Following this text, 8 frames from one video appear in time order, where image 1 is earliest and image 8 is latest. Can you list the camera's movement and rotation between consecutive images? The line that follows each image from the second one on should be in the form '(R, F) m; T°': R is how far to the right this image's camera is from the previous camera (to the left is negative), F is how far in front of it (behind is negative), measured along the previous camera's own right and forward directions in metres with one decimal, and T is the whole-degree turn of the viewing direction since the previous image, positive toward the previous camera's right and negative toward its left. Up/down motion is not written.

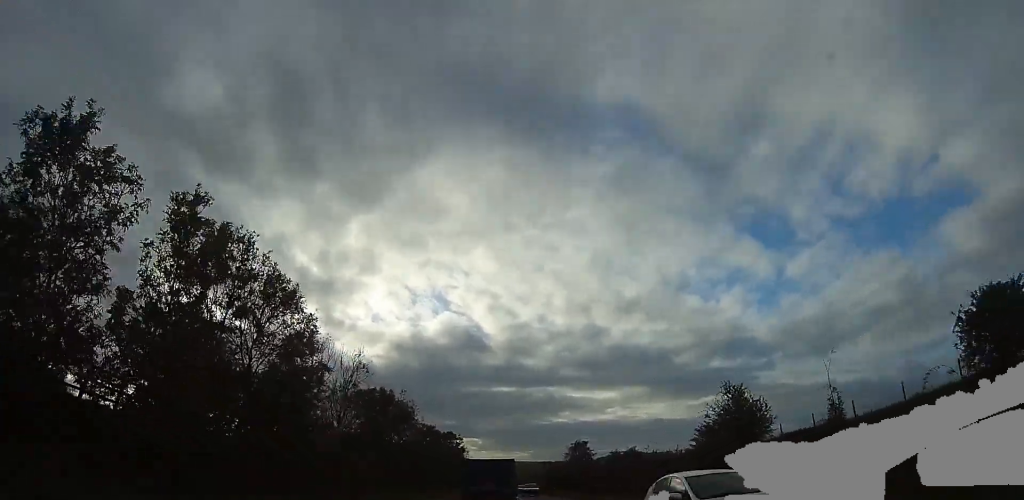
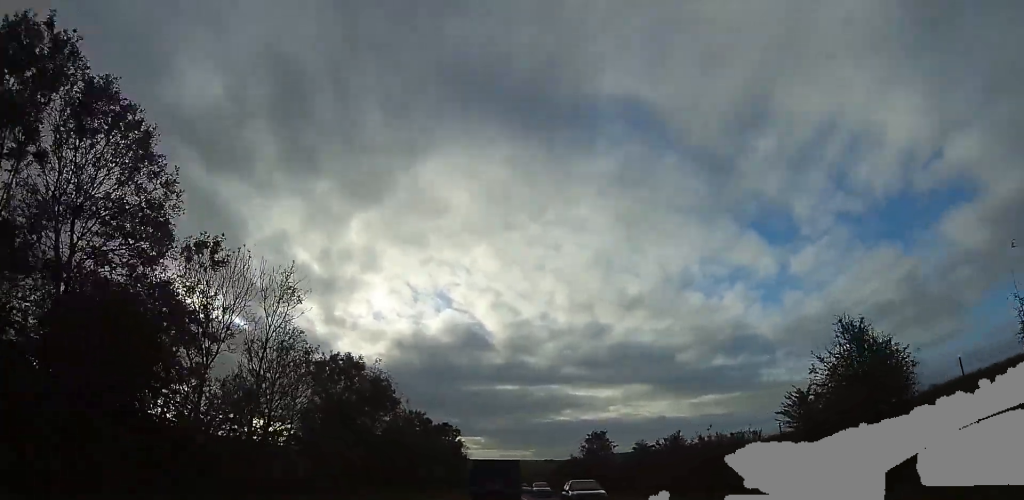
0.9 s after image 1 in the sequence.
(0.0, +10.3) m; 0°
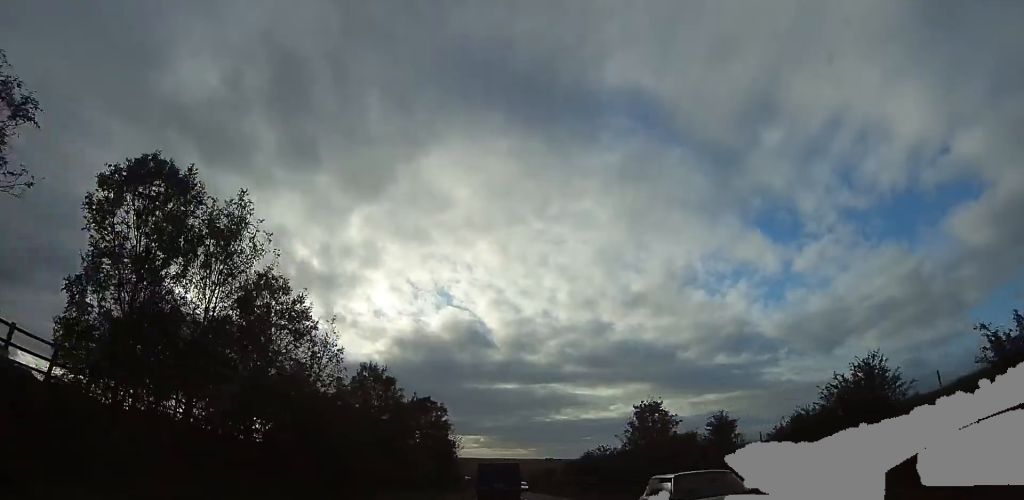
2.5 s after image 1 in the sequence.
(+0.6, +18.7) m; 0°
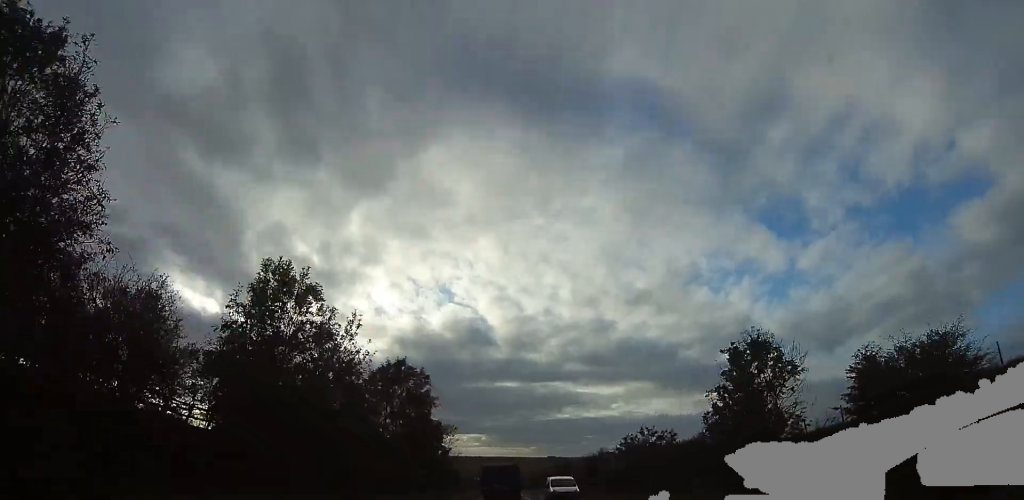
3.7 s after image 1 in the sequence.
(-1.0, +14.3) m; 0°
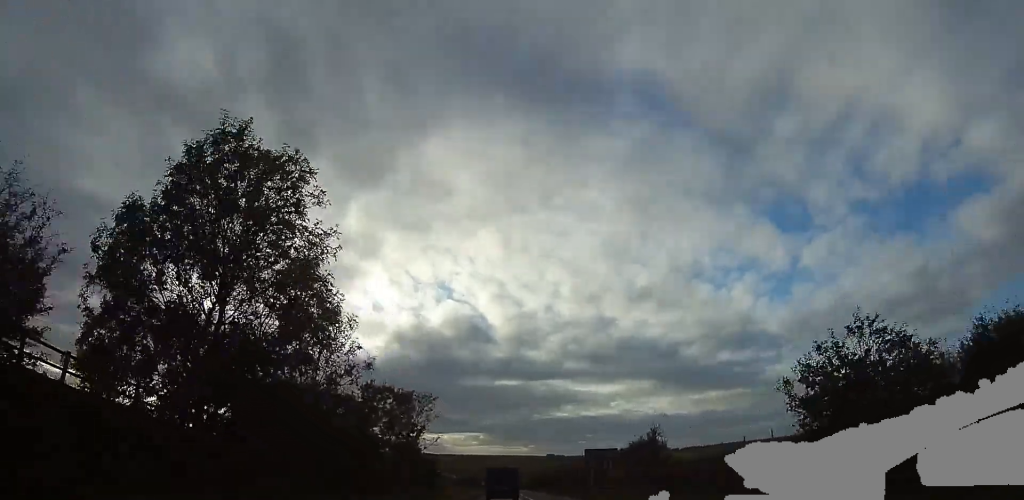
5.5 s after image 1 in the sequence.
(-0.4, +22.7) m; 0°
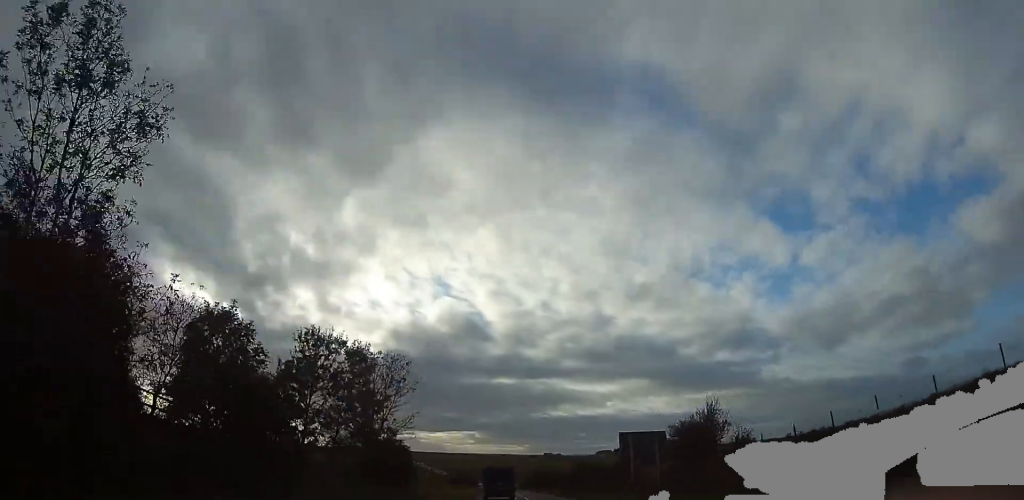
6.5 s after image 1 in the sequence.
(+1.3, +12.7) m; 0°
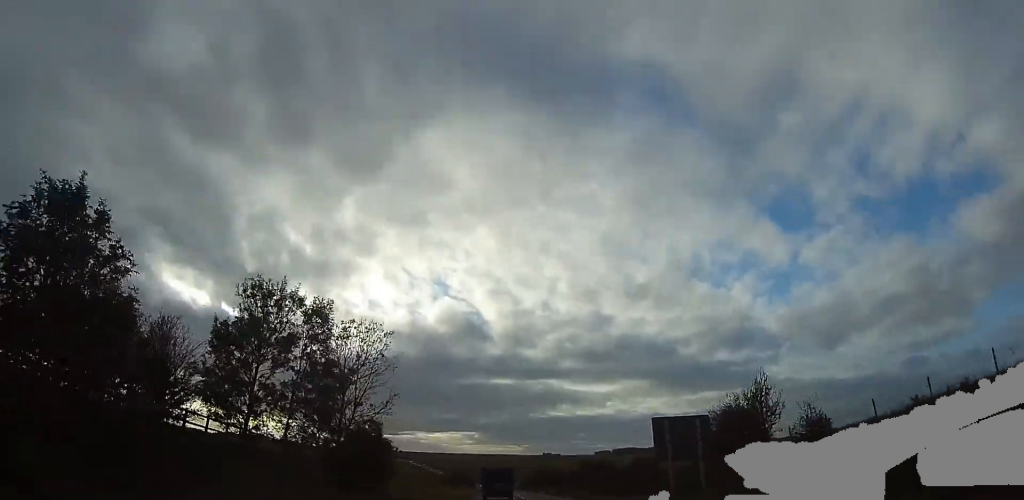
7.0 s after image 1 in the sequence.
(-0.8, +6.6) m; 0°
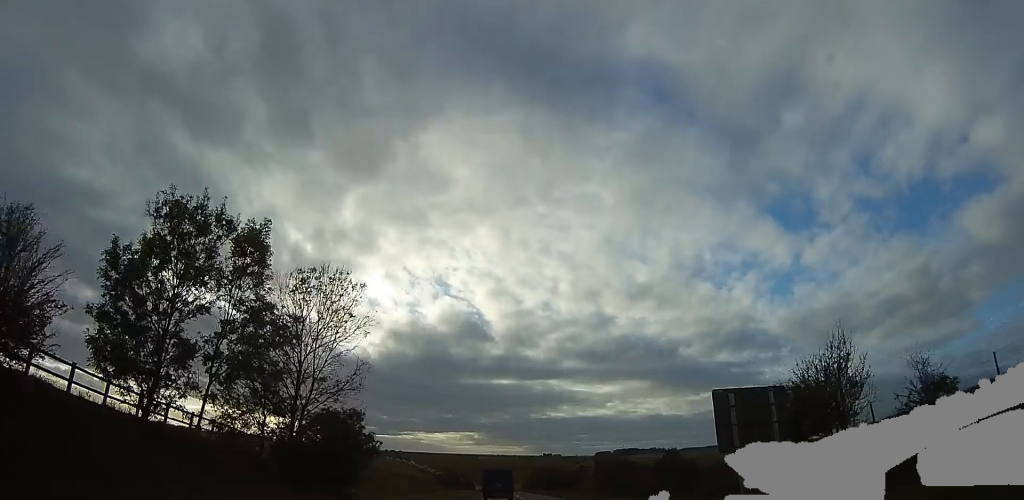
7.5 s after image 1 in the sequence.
(-0.5, +6.6) m; 0°
